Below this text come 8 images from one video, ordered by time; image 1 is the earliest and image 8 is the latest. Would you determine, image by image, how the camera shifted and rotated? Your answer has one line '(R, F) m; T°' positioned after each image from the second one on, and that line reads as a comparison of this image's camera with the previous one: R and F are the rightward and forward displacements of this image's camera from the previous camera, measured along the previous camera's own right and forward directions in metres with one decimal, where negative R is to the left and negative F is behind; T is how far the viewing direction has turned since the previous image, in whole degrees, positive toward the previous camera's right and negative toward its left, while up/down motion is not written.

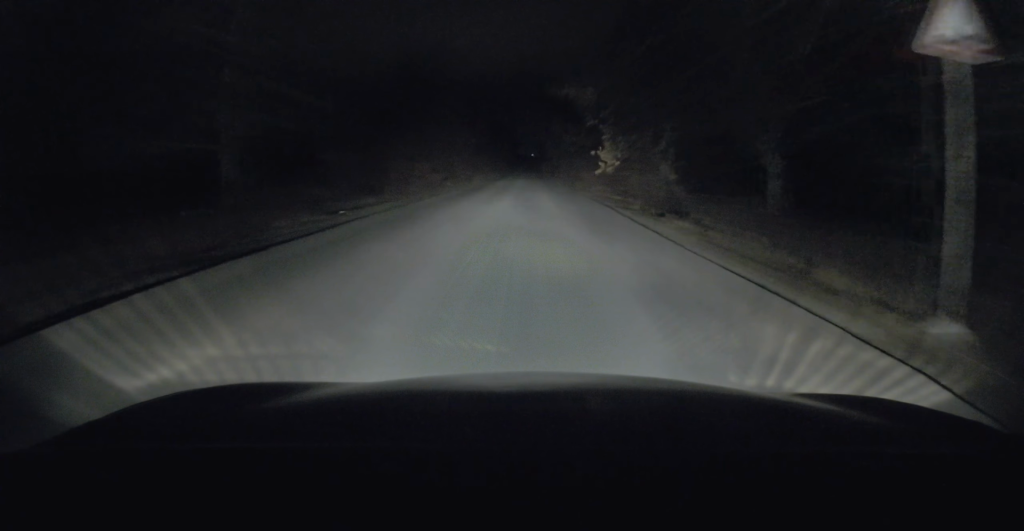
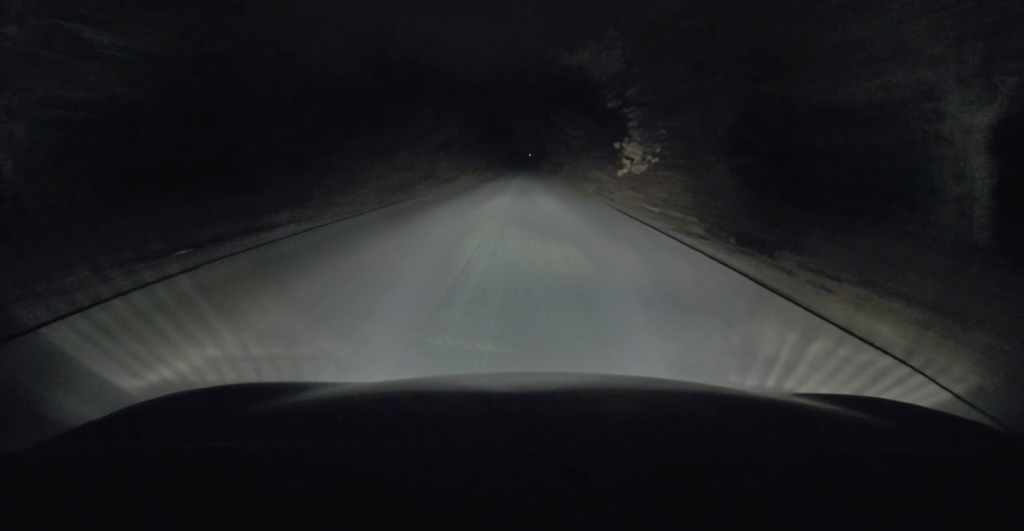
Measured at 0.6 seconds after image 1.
(0.0, +9.3) m; 0°
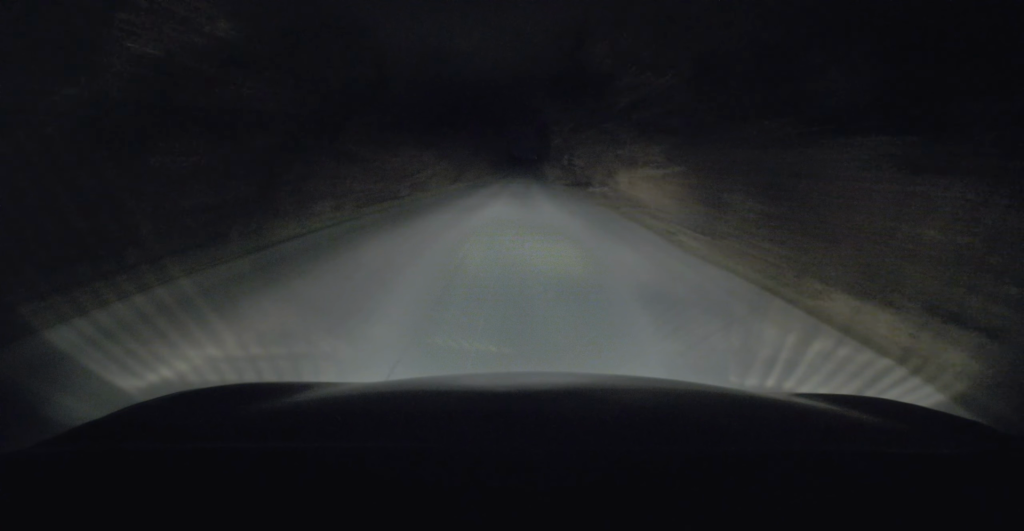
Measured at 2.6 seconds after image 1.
(+0.7, +33.1) m; +1°
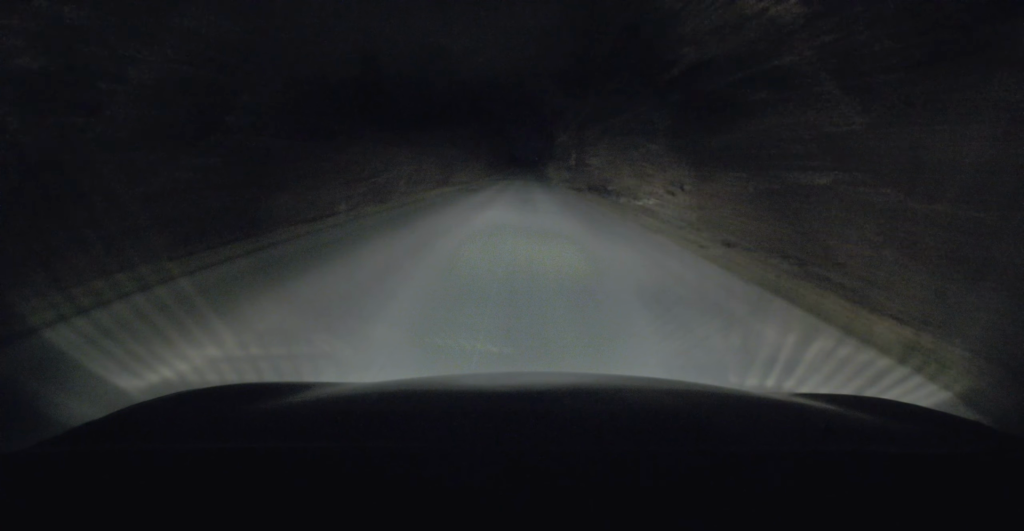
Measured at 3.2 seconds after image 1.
(-0.2, +9.1) m; -1°
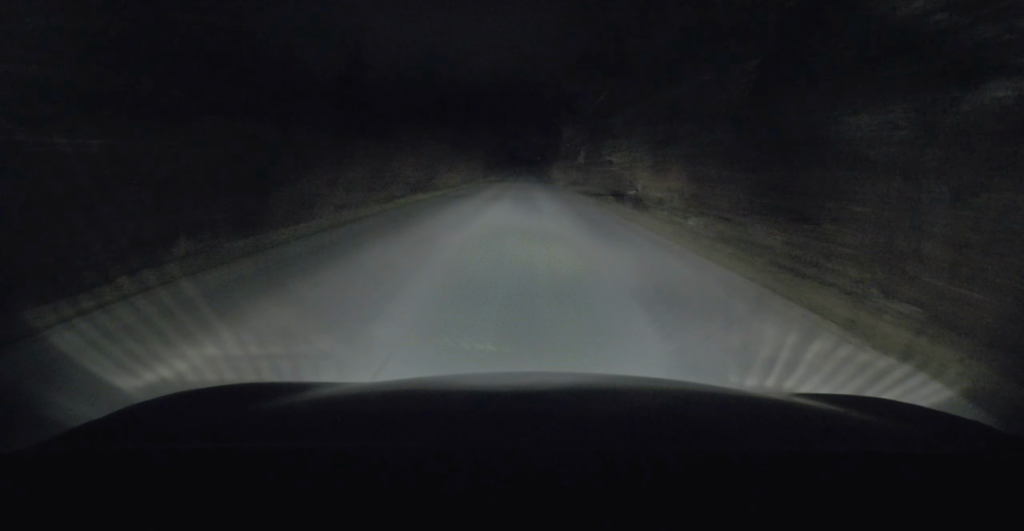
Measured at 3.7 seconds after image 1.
(-0.1, +8.5) m; -1°
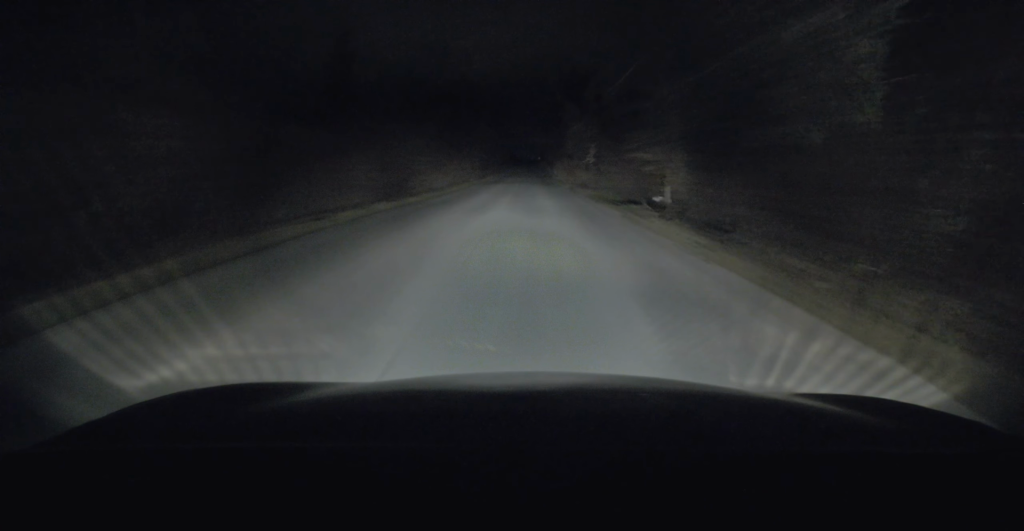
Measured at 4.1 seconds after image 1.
(0.0, +6.9) m; +1°
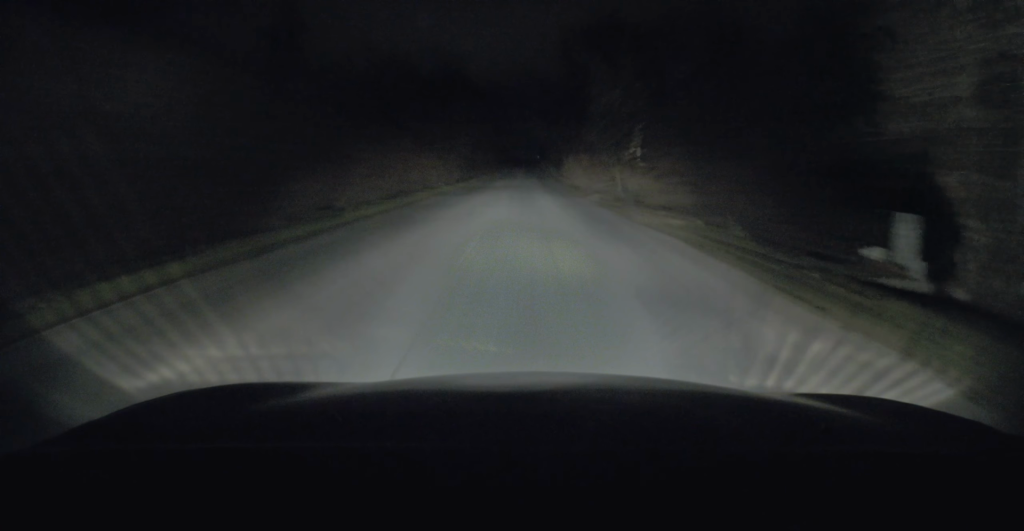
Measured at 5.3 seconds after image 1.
(+0.3, +18.6) m; +1°
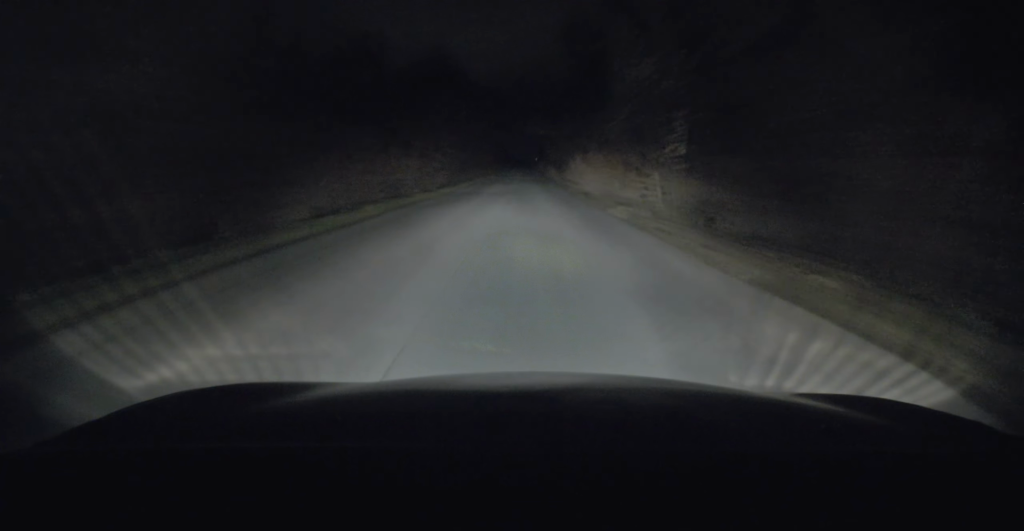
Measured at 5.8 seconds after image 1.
(+0.1, +7.5) m; 0°
